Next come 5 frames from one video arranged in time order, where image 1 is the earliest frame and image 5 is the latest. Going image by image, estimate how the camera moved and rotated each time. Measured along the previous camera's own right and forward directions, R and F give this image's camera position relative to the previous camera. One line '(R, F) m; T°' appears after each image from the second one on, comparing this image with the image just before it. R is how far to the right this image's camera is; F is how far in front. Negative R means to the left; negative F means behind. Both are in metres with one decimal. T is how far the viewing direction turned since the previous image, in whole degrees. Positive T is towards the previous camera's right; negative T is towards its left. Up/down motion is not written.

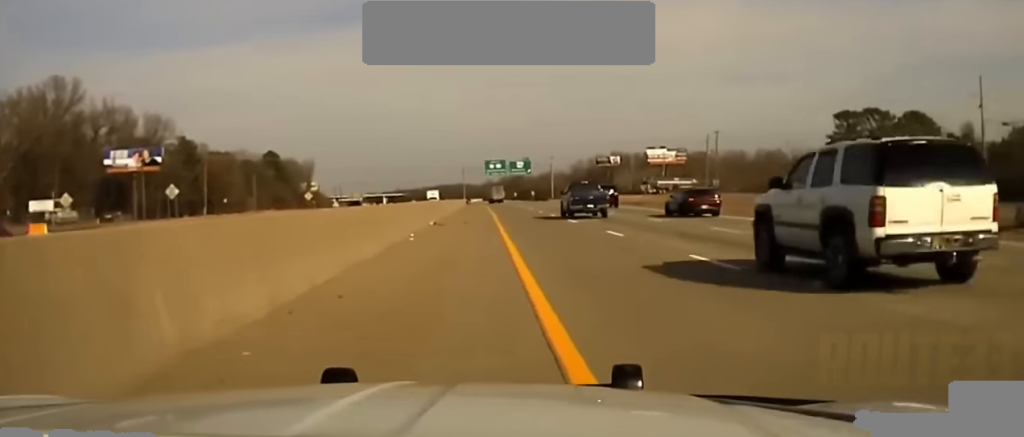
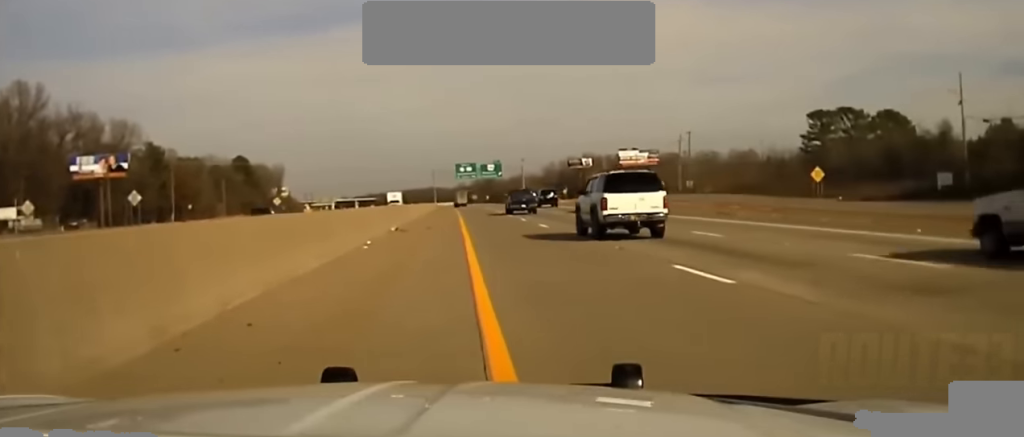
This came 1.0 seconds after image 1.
(+0.2, +3.6) m; +4°
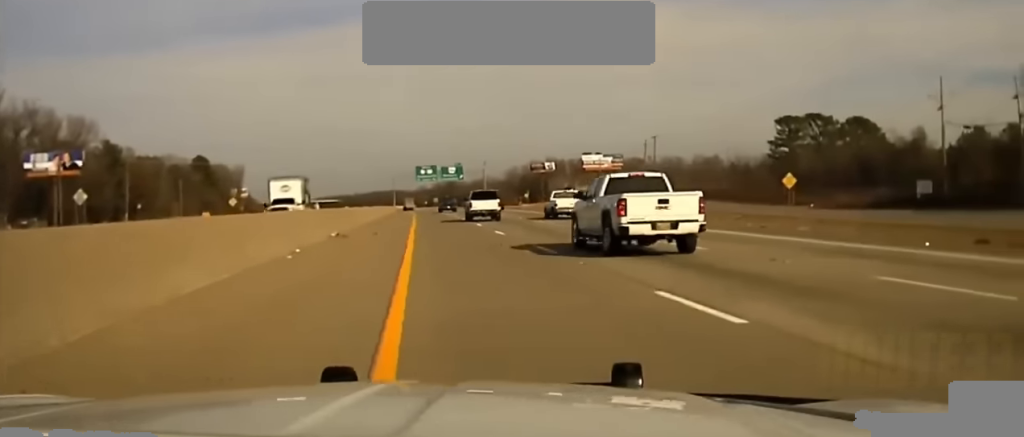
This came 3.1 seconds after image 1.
(+0.3, +5.2) m; +10°
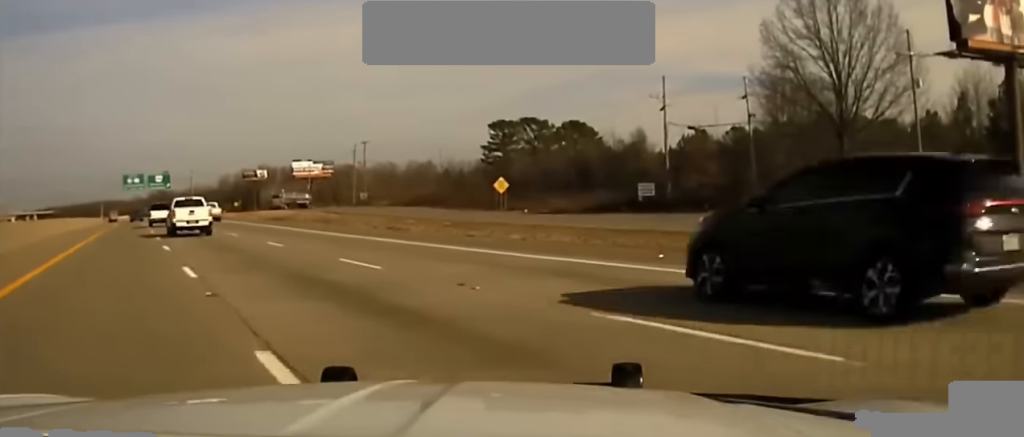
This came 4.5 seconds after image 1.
(+0.3, +3.8) m; +8°
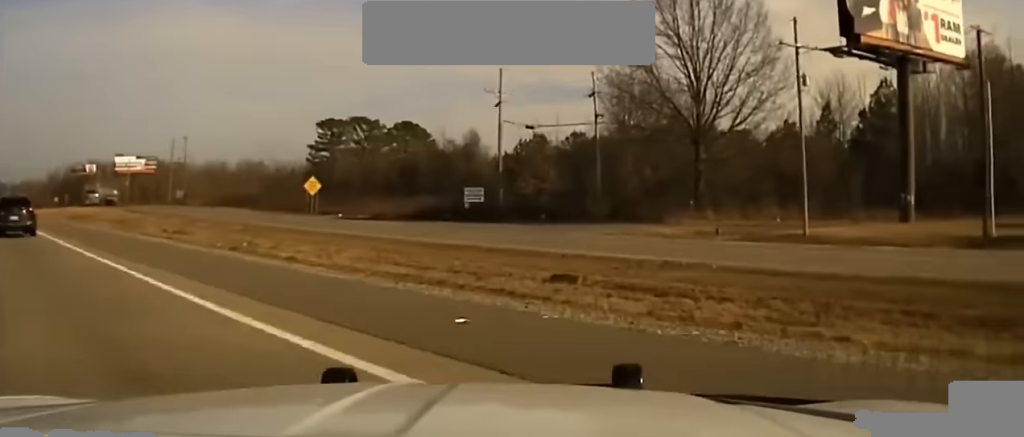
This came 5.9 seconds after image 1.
(+0.3, +5.8) m; +13°
